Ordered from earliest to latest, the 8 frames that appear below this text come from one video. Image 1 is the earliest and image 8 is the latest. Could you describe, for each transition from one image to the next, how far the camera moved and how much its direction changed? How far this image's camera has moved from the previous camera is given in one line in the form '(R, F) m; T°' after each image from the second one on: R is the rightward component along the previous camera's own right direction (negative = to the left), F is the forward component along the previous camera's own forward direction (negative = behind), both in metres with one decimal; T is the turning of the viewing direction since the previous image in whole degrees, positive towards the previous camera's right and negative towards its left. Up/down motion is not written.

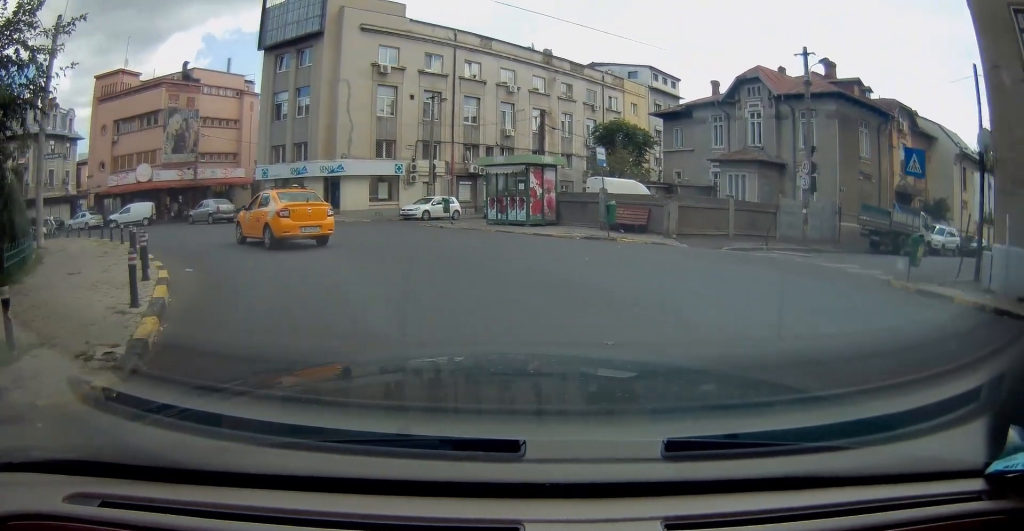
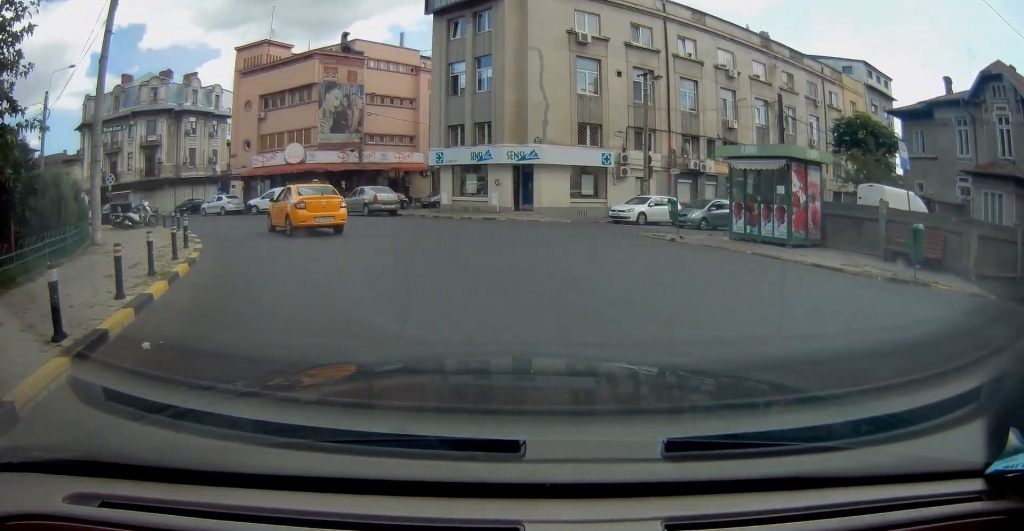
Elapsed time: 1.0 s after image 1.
(-1.0, +7.1) m; -20°
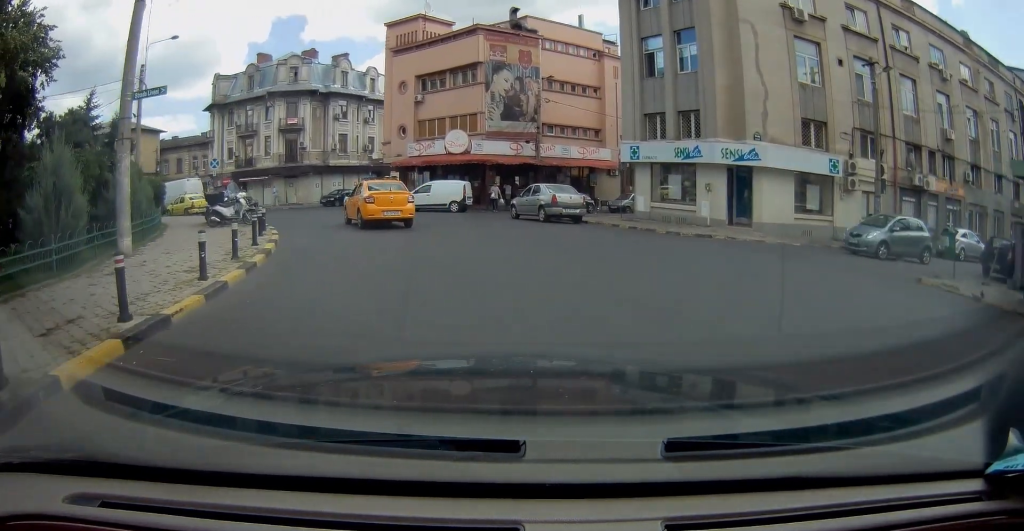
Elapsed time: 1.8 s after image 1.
(-1.0, +6.7) m; -16°
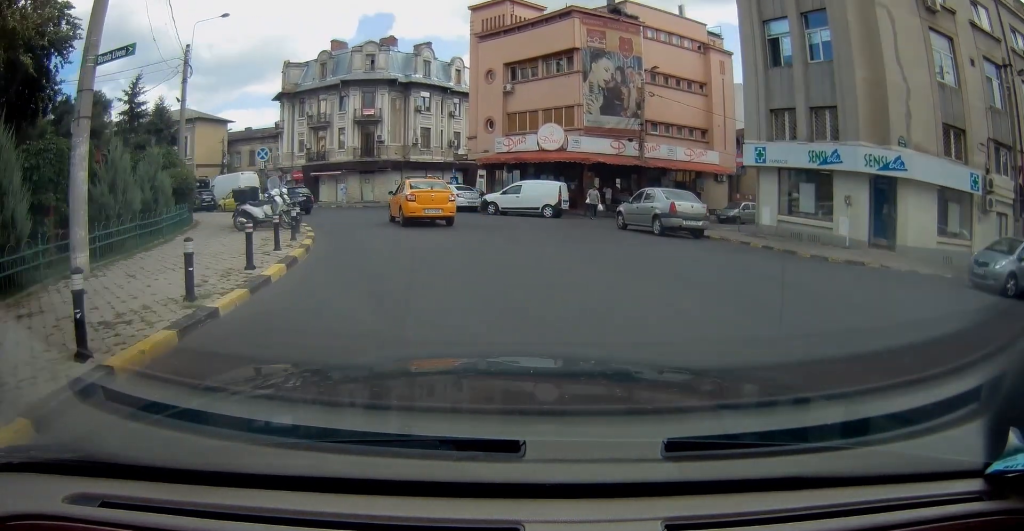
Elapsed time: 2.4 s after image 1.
(-0.6, +4.8) m; -7°
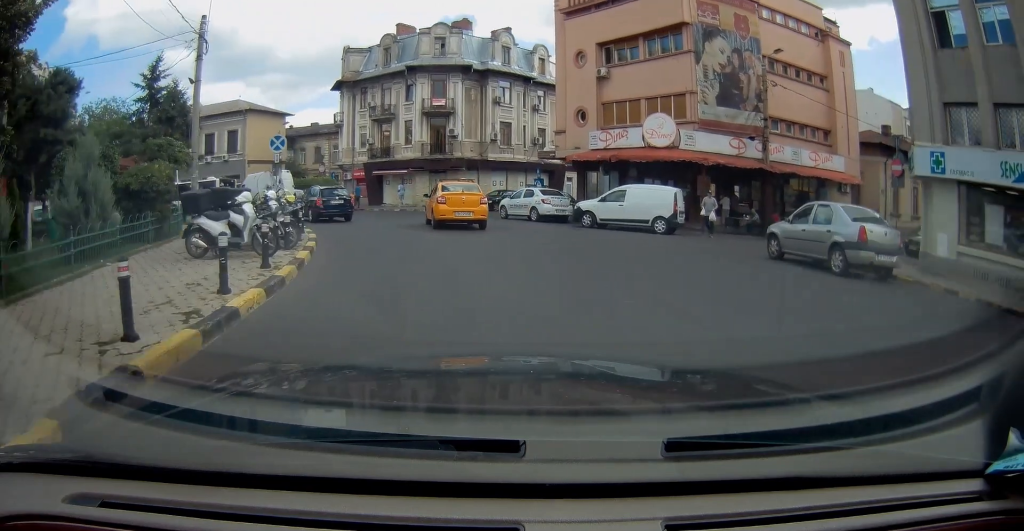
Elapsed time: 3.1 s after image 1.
(-0.6, +7.0) m; -8°
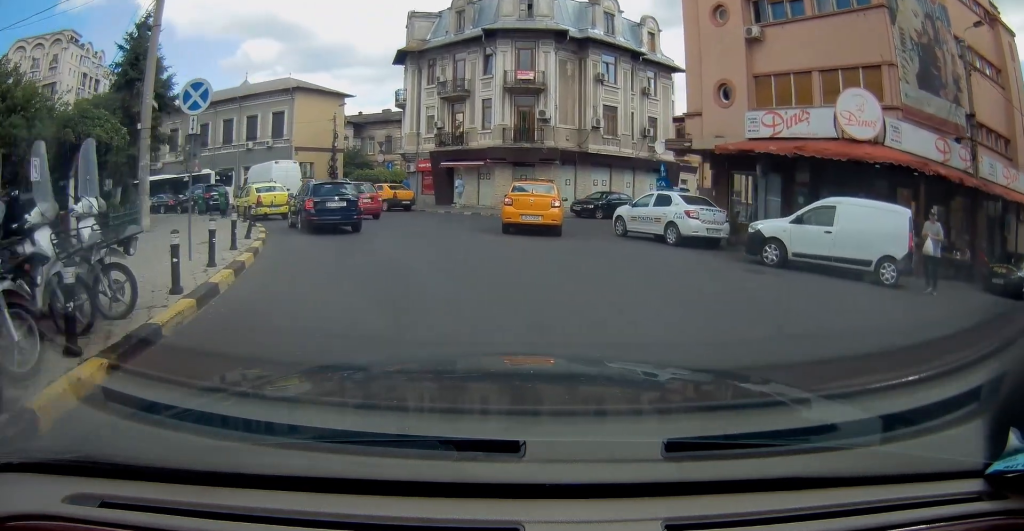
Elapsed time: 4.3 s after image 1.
(-0.7, +10.4) m; -6°
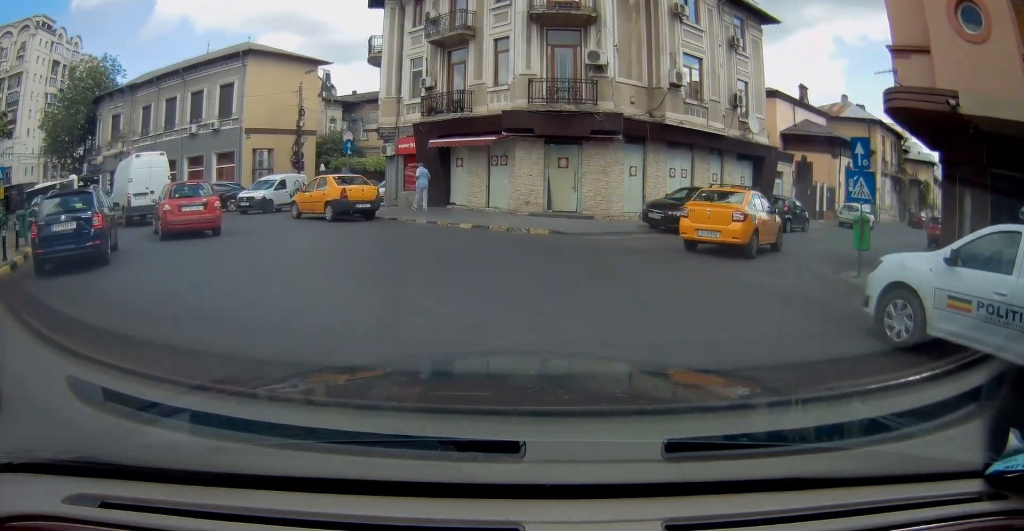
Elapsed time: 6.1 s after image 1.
(-1.0, +14.4) m; -7°
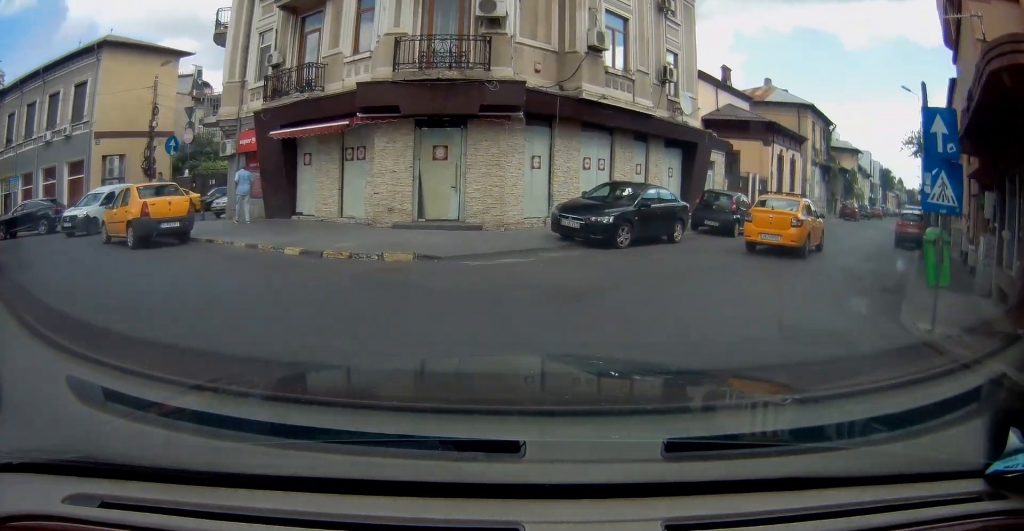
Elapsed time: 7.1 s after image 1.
(+0.1, +6.1) m; +11°
